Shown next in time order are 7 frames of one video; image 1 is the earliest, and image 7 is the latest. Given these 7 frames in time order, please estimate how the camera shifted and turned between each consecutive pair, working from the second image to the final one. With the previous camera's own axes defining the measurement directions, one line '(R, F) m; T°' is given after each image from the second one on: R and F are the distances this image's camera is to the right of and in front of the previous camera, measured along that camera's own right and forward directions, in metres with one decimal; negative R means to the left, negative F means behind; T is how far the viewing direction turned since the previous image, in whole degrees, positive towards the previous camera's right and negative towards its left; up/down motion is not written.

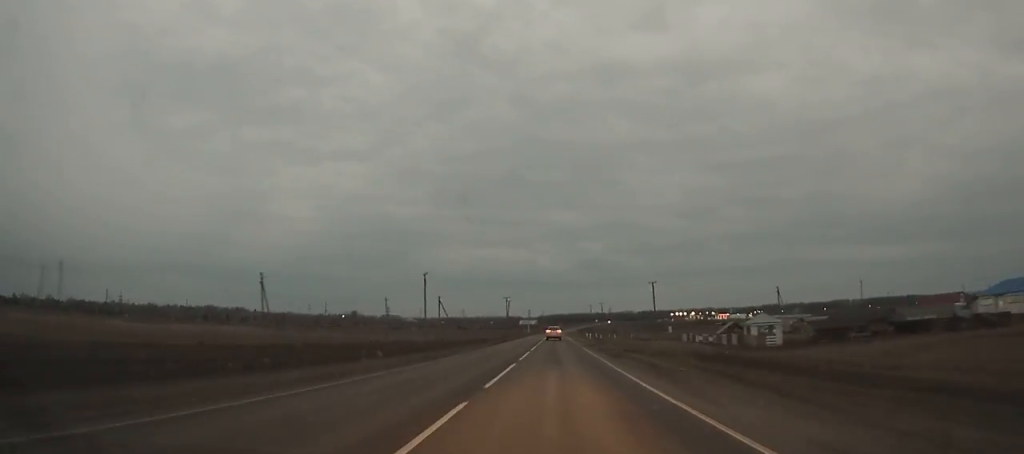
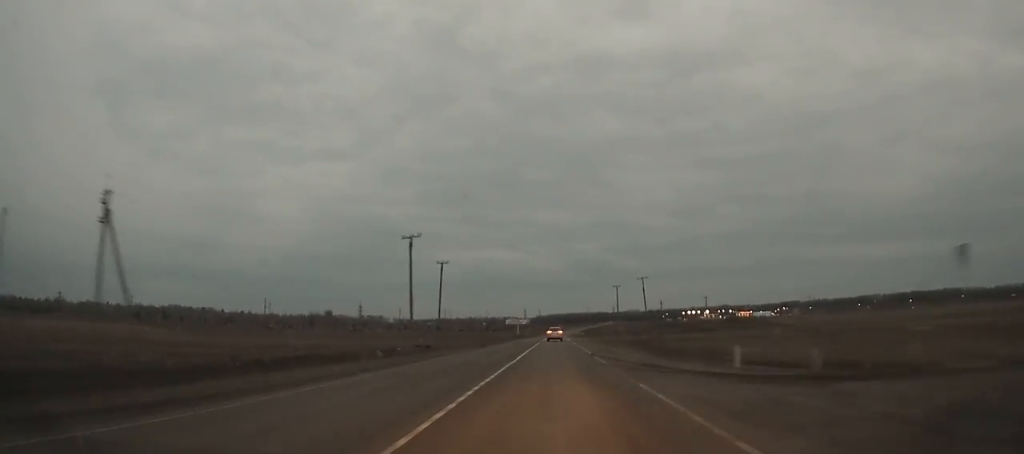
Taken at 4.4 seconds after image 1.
(+0.1, +95.2) m; 0°
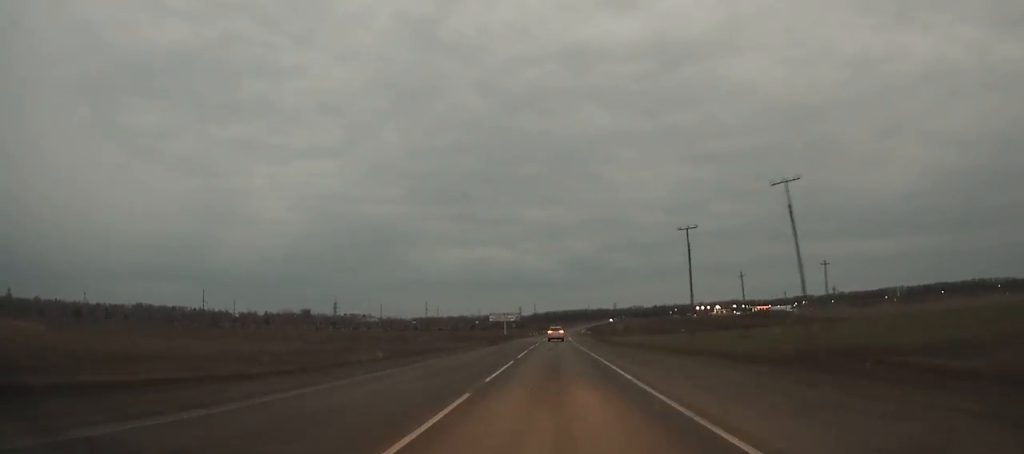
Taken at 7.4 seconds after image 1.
(+0.1, +64.6) m; 0°
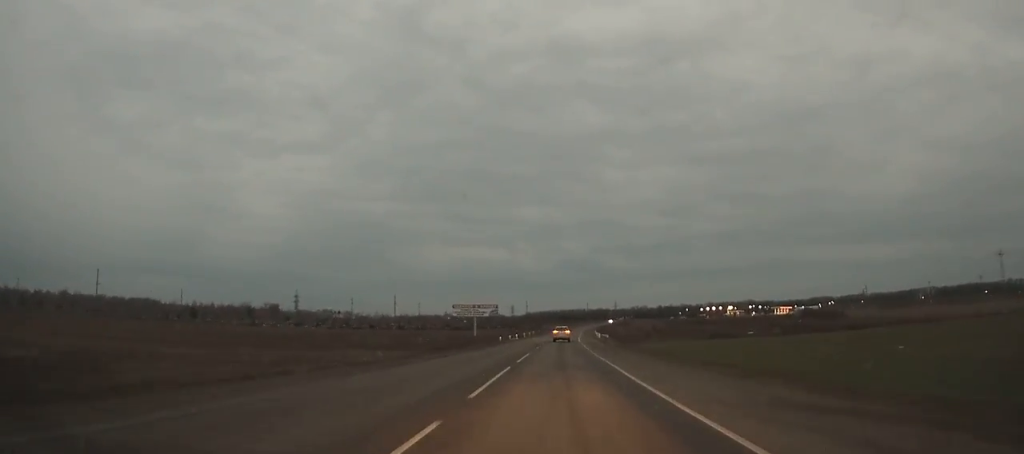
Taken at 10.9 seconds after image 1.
(+0.3, +74.4) m; +1°
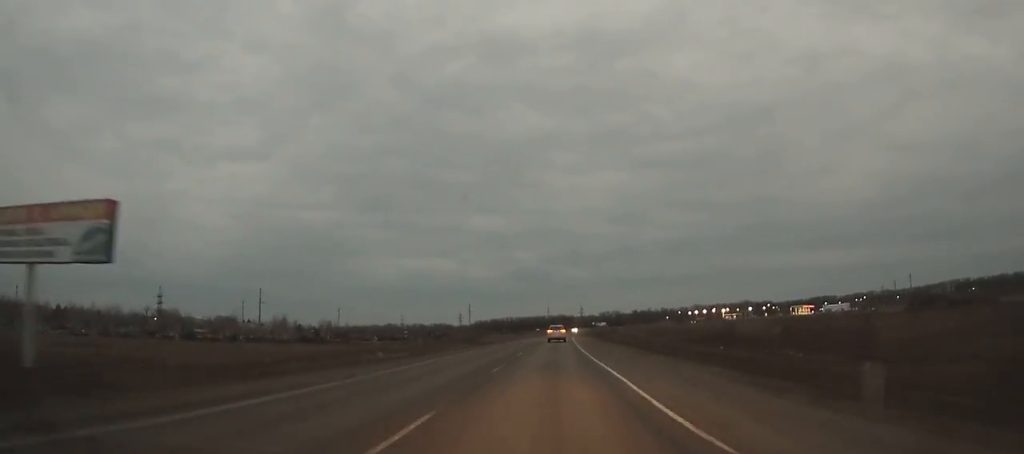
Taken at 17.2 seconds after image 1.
(+4.6, +130.1) m; +4°
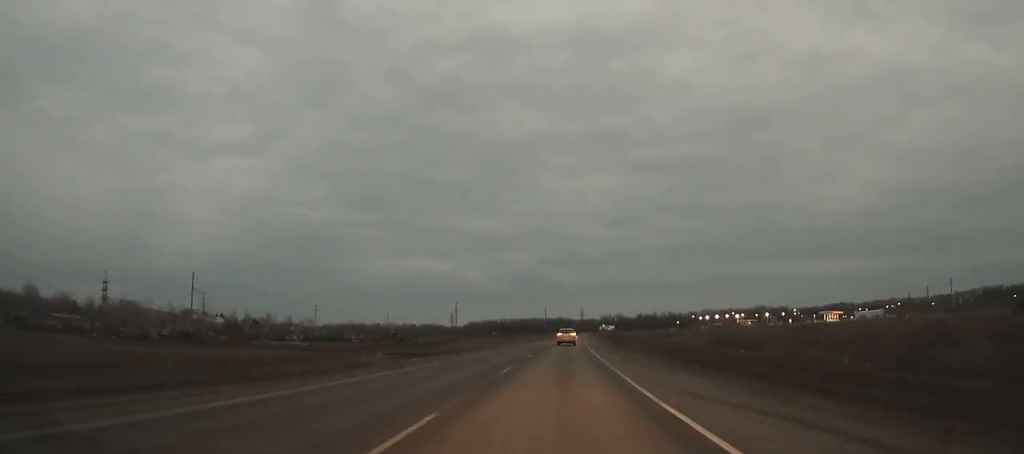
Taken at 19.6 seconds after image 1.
(+0.5, +48.4) m; +1°
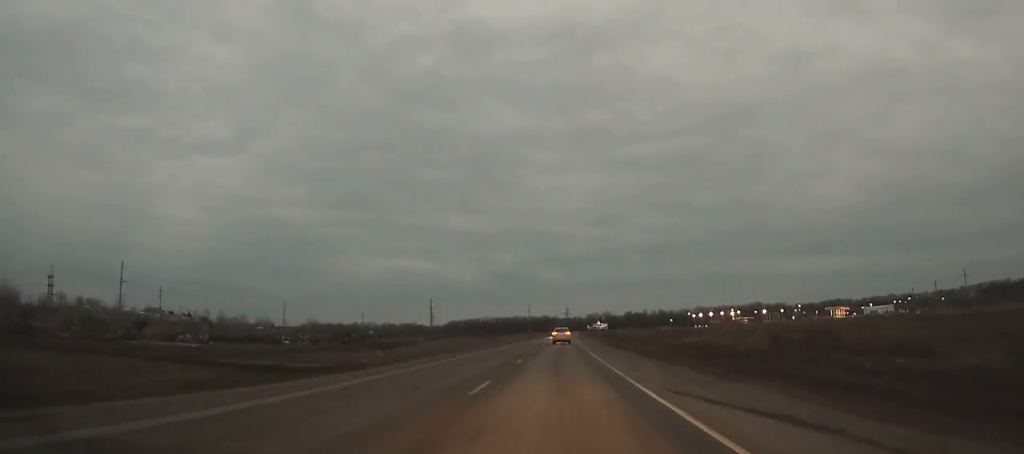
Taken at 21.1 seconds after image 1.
(+0.1, +30.0) m; +1°
